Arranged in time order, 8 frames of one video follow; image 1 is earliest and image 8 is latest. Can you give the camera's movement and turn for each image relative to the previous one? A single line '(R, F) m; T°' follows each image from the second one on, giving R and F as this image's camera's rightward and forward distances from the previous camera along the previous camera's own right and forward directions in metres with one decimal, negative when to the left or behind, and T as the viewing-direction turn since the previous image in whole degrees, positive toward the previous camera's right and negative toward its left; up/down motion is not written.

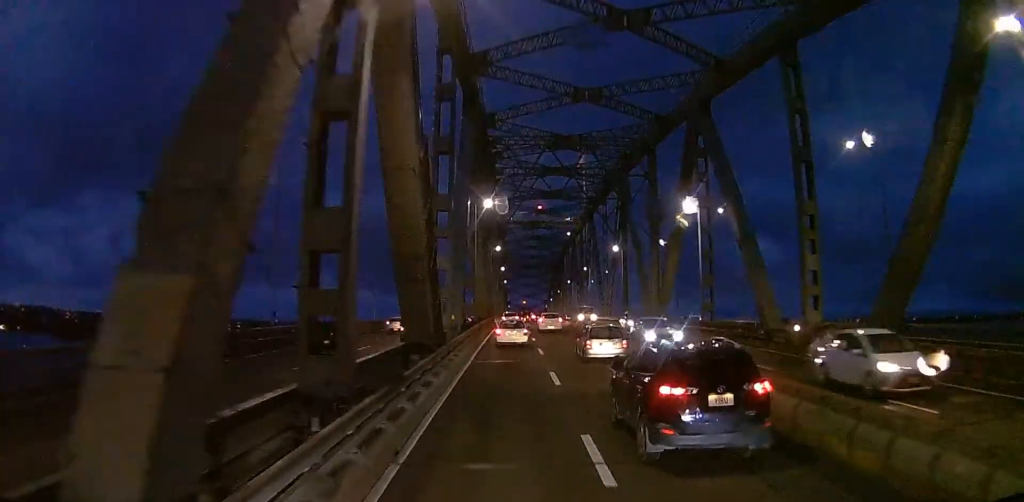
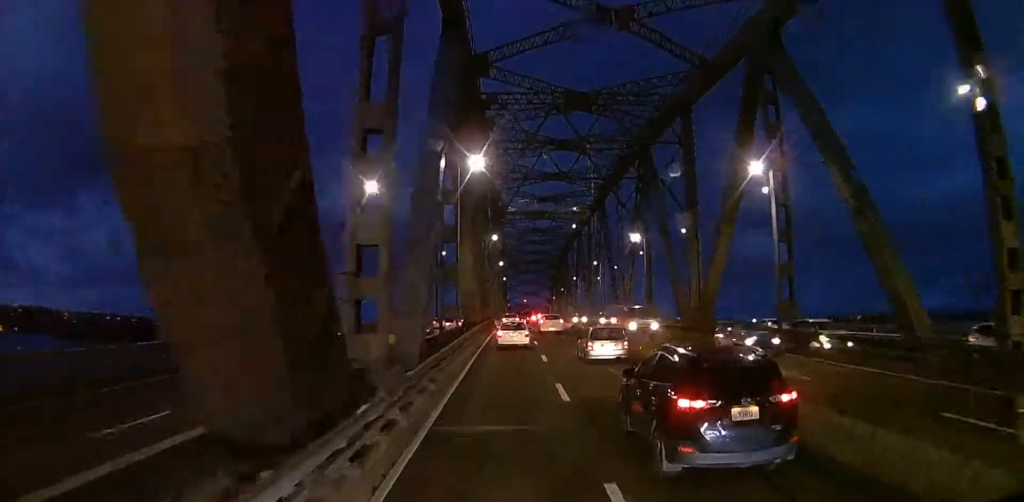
(-0.2, +12.6) m; +2°
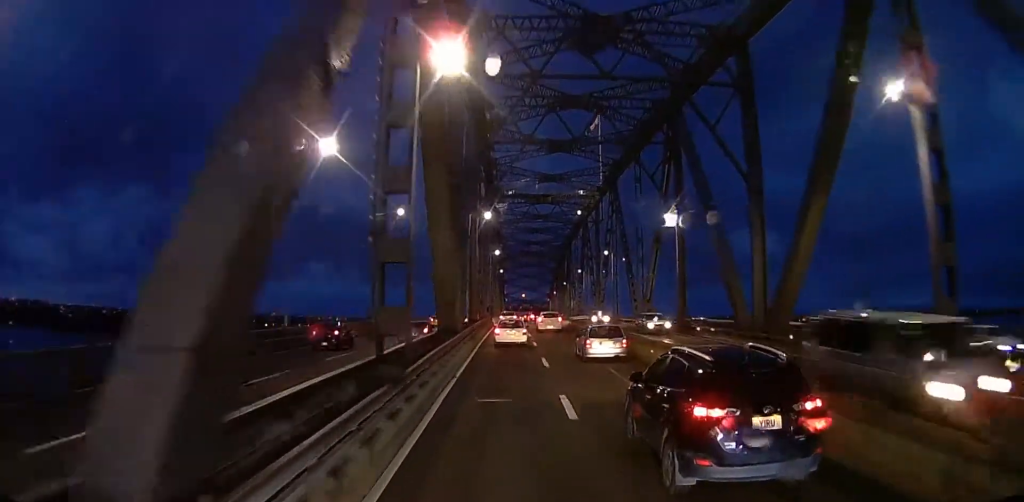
(+0.7, +12.5) m; 0°
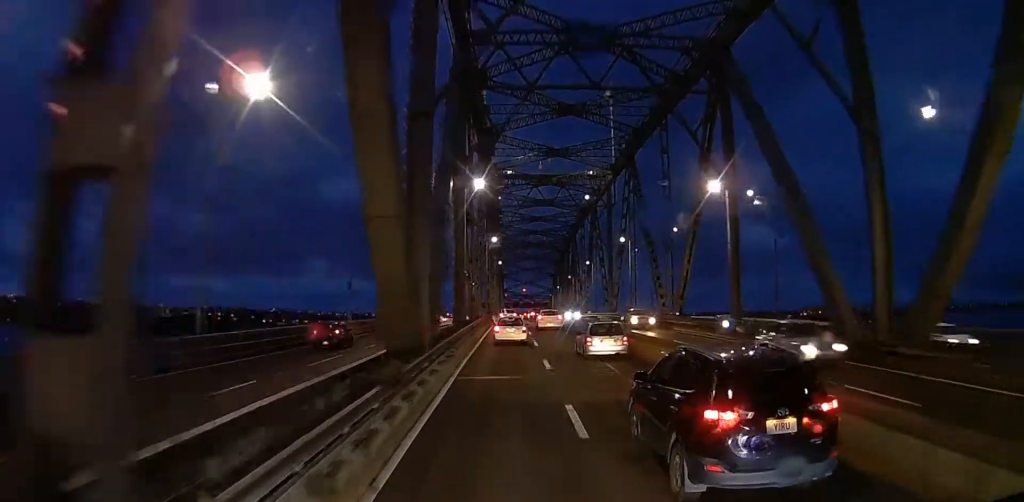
(-0.2, +11.2) m; -1°
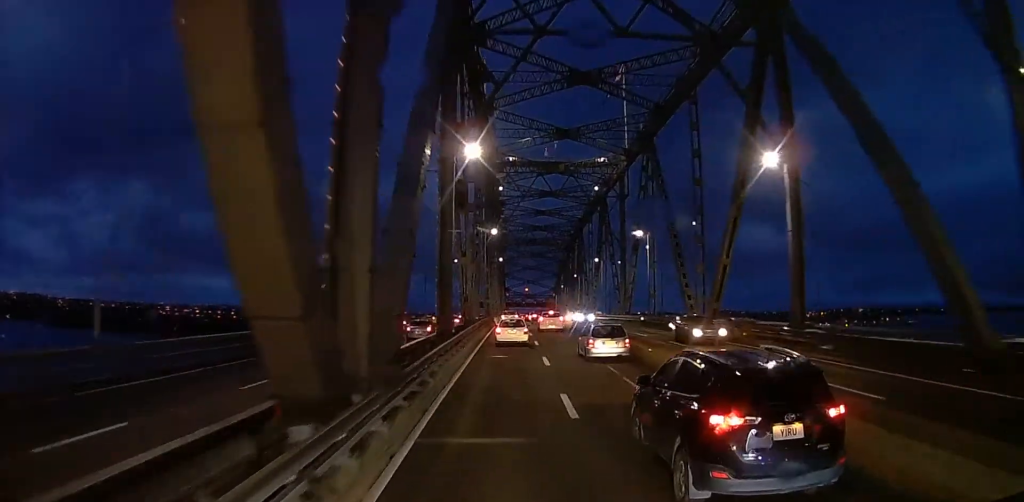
(-0.3, +8.2) m; -2°
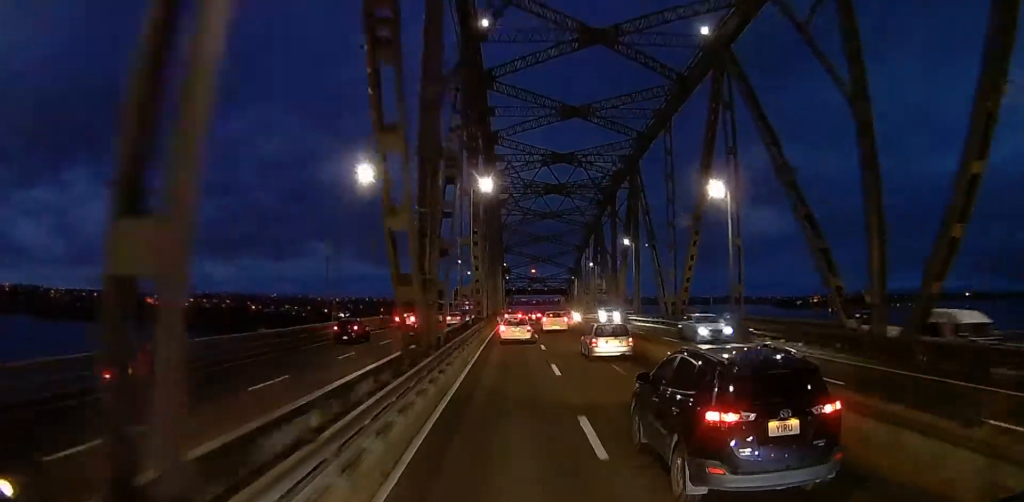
(+1.8, +53.1) m; +2°
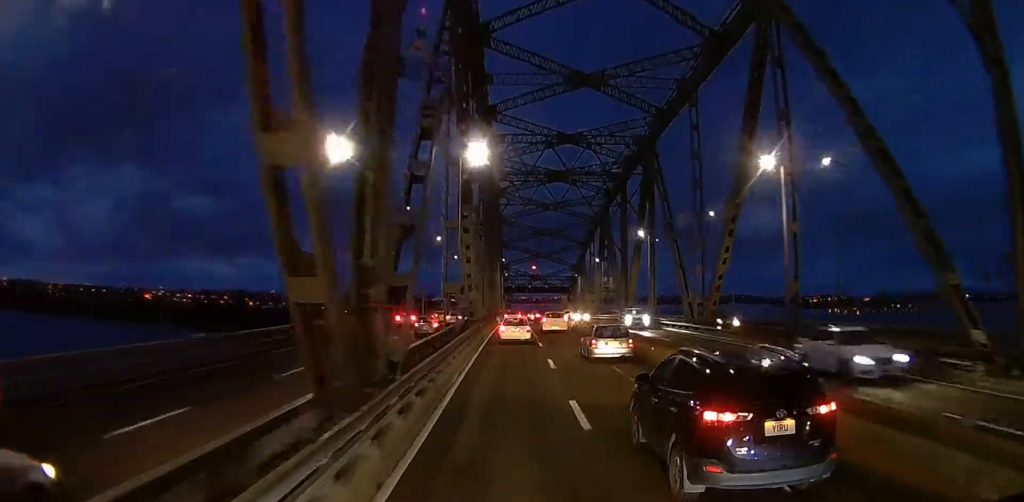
(+0.3, +7.5) m; 0°
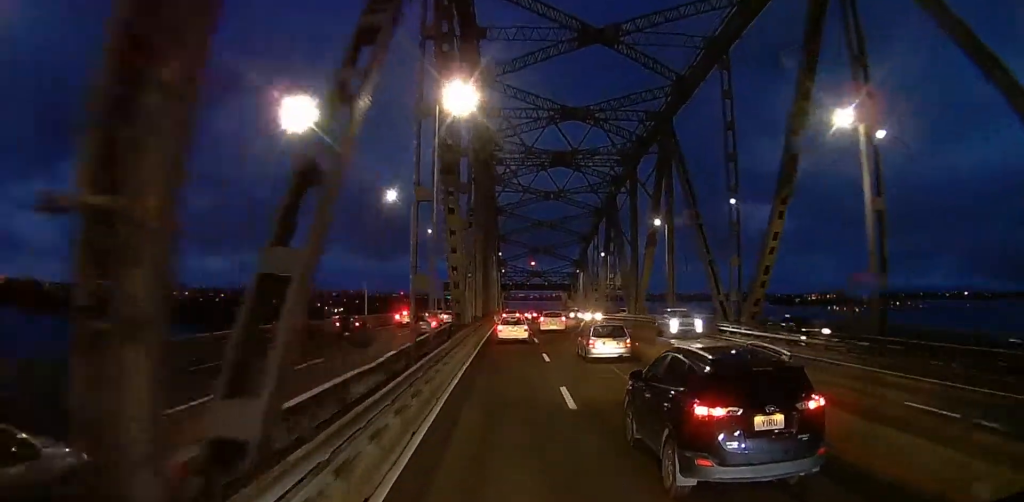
(+0.3, +7.5) m; 0°
